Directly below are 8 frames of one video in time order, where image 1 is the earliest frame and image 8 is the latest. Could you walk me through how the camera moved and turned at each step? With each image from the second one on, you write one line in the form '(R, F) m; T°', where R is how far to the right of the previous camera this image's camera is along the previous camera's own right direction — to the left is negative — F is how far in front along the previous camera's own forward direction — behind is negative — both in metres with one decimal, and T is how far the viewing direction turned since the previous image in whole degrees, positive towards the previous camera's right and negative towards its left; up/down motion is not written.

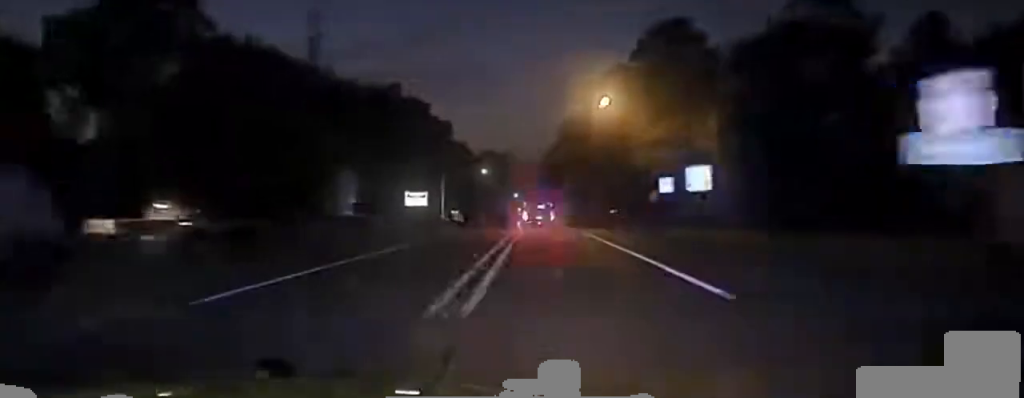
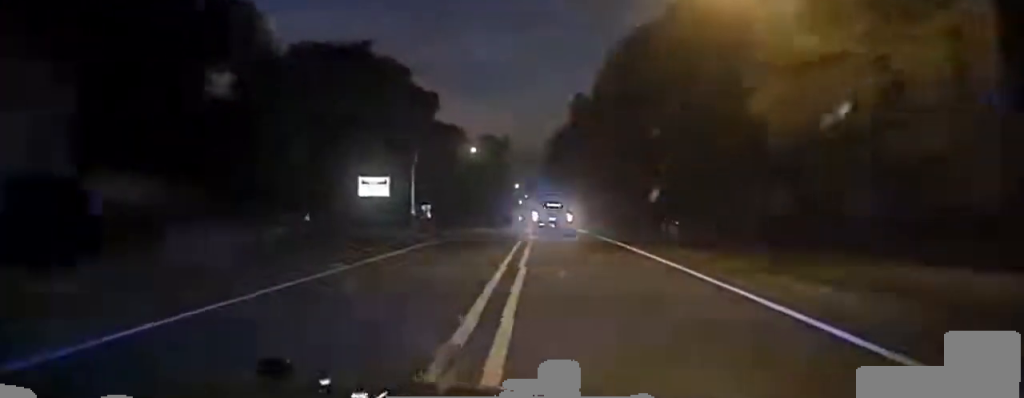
(0.0, +30.7) m; 0°
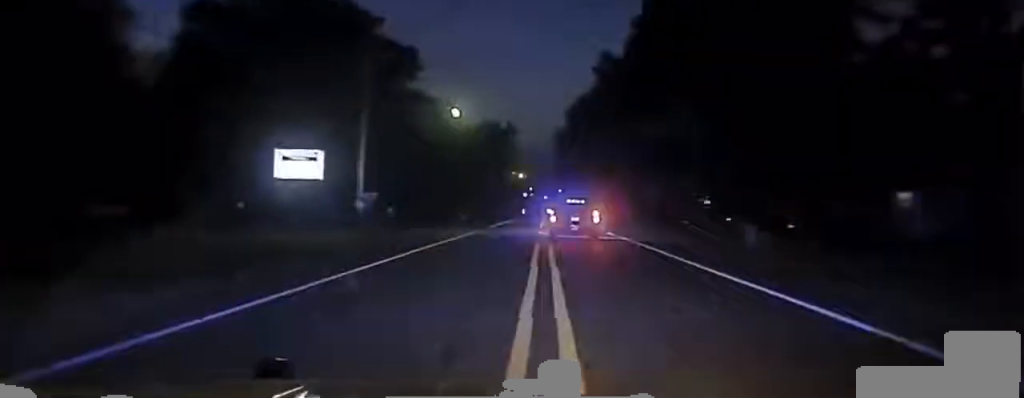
(-0.2, +26.1) m; 0°
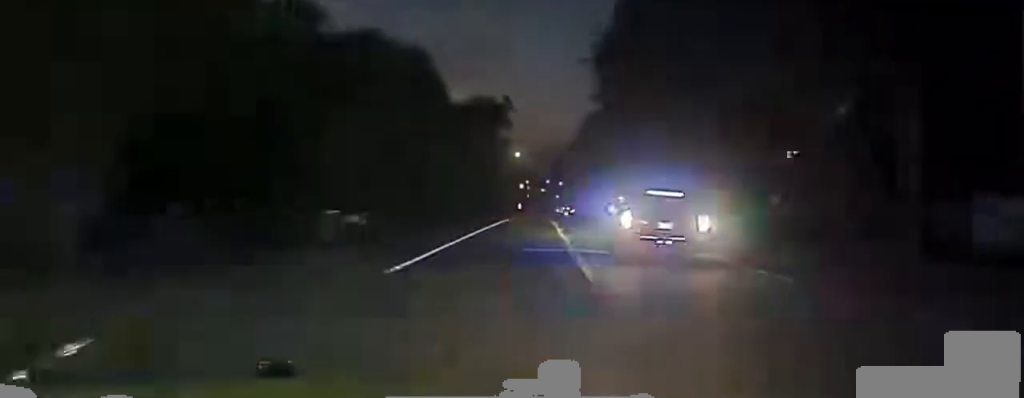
(+0.1, +46.2) m; 0°
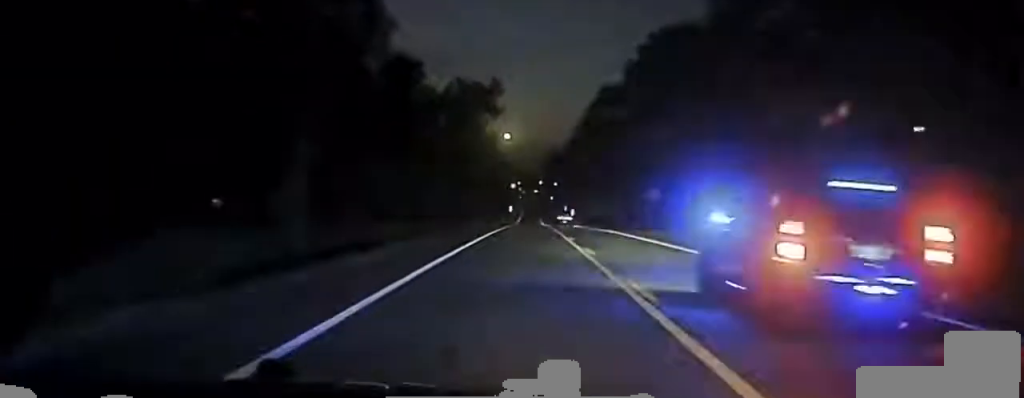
(+0.1, +31.8) m; 0°
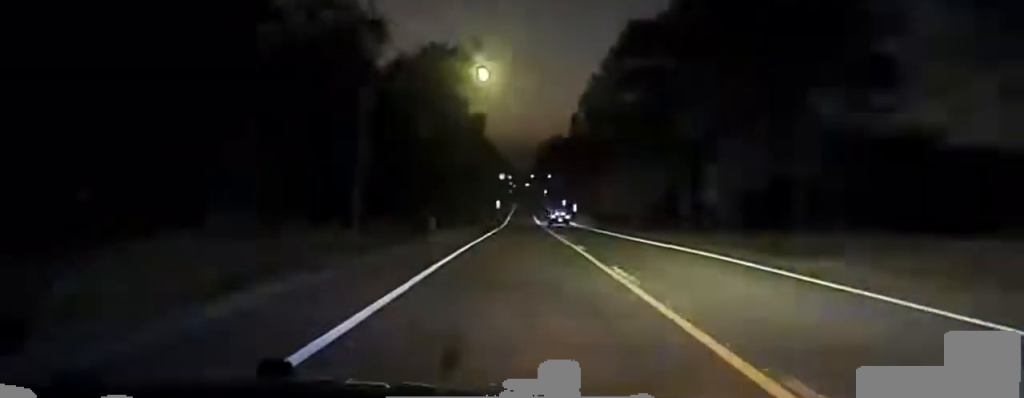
(+0.2, +34.0) m; 0°
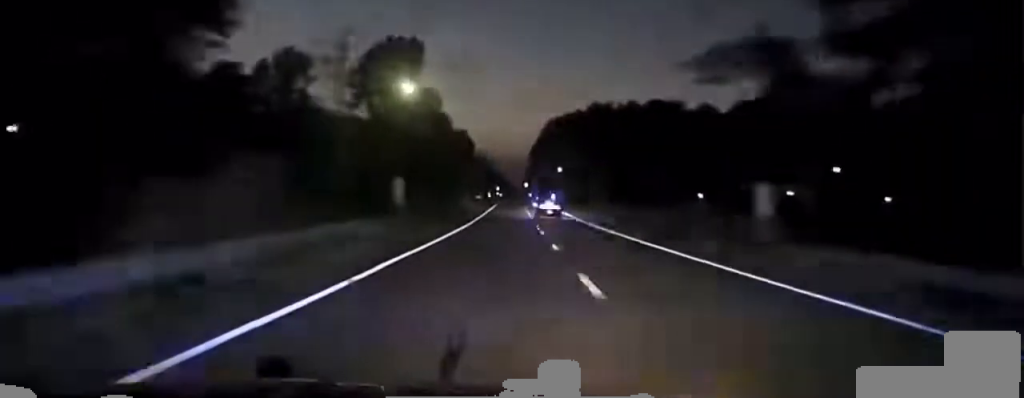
(+1.2, +155.2) m; 0°
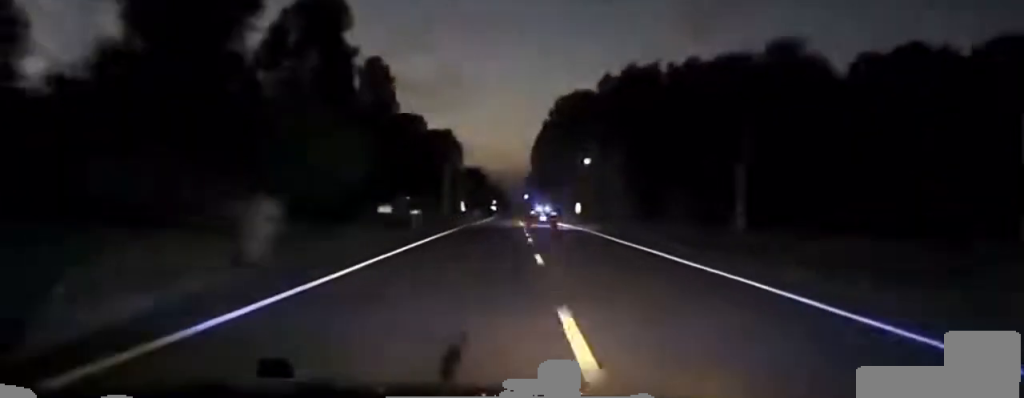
(-0.4, +85.1) m; 0°
